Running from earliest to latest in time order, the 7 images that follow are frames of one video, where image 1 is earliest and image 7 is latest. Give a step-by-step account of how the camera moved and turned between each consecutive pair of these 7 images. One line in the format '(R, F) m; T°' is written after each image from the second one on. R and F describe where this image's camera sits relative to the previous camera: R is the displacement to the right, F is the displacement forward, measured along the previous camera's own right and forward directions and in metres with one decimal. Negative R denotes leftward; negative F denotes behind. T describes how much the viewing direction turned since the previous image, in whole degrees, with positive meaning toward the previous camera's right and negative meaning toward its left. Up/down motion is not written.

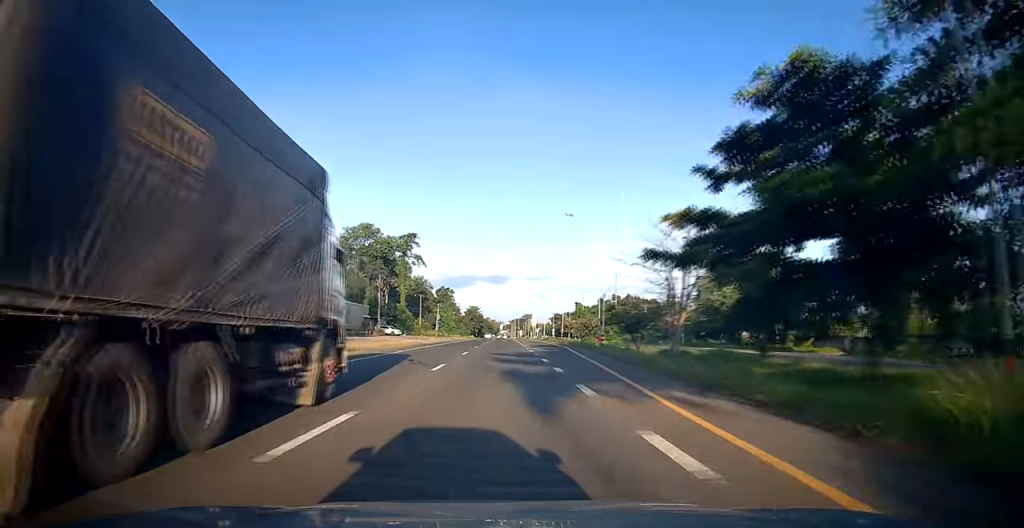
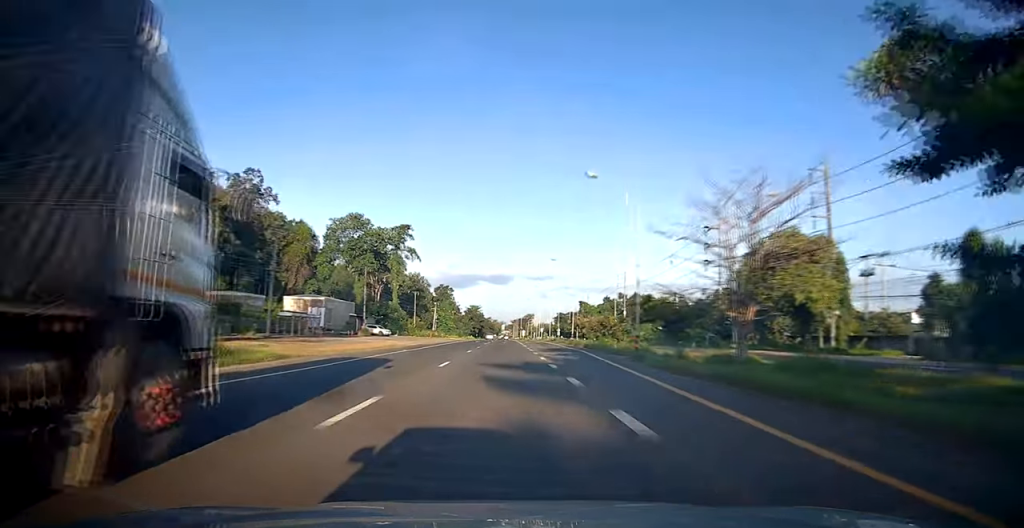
(+0.1, +10.3) m; +1°
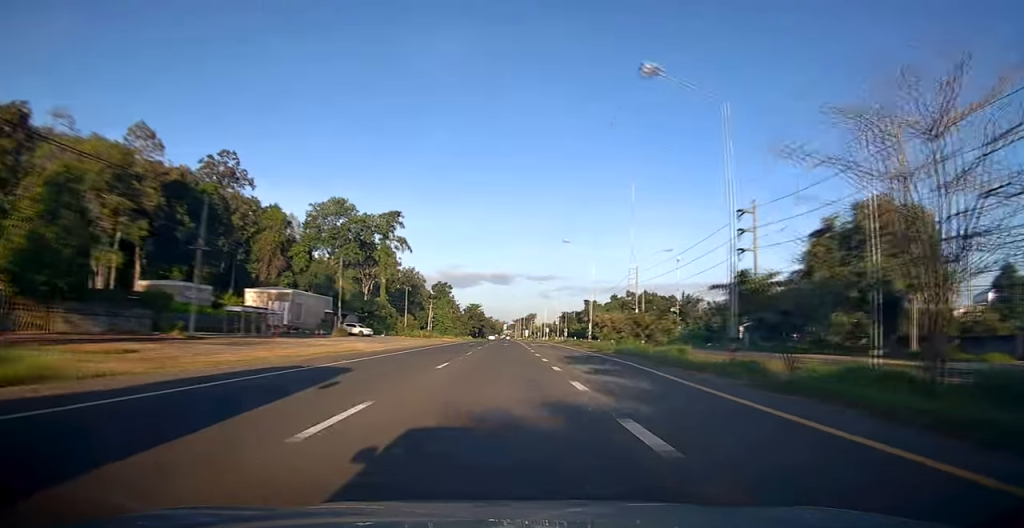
(+0.1, +13.1) m; 0°
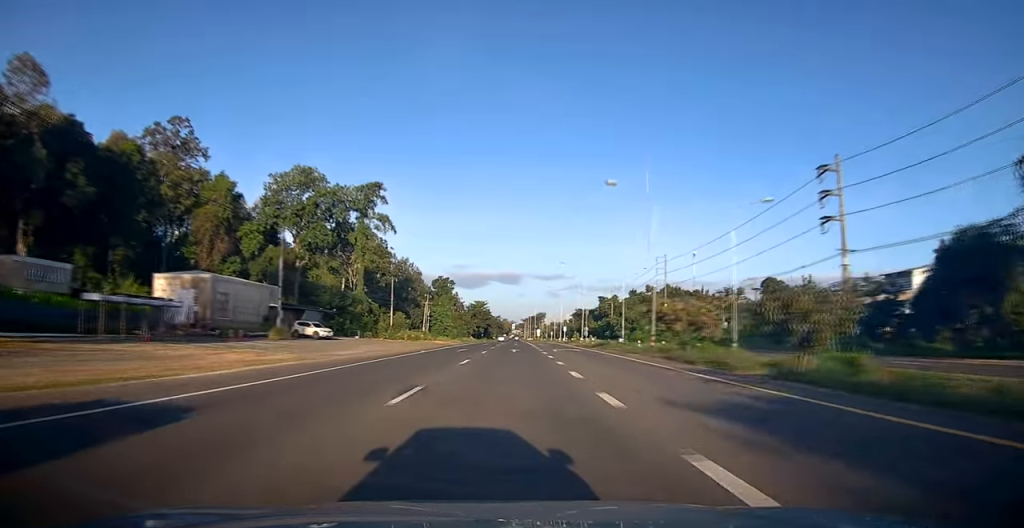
(-0.1, +20.2) m; -1°
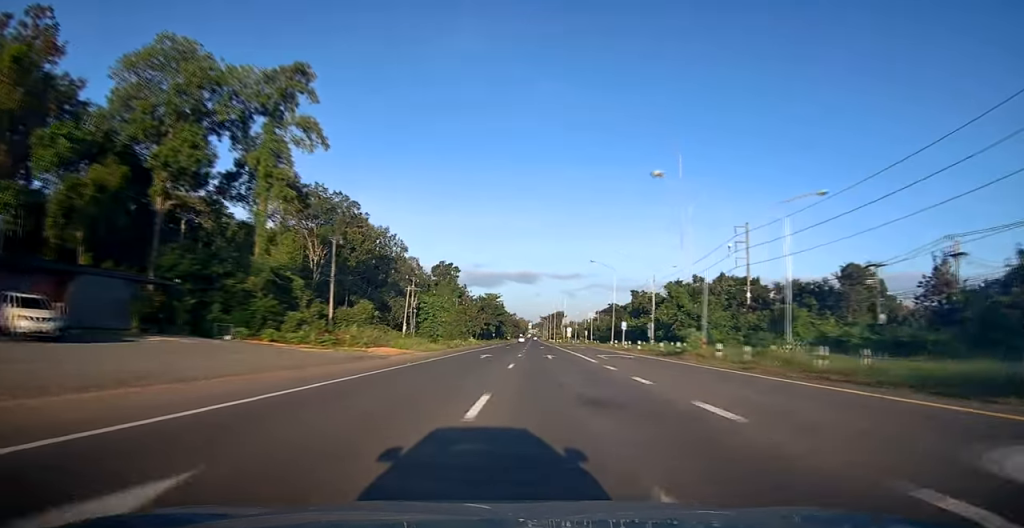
(-0.3, +37.4) m; -2°
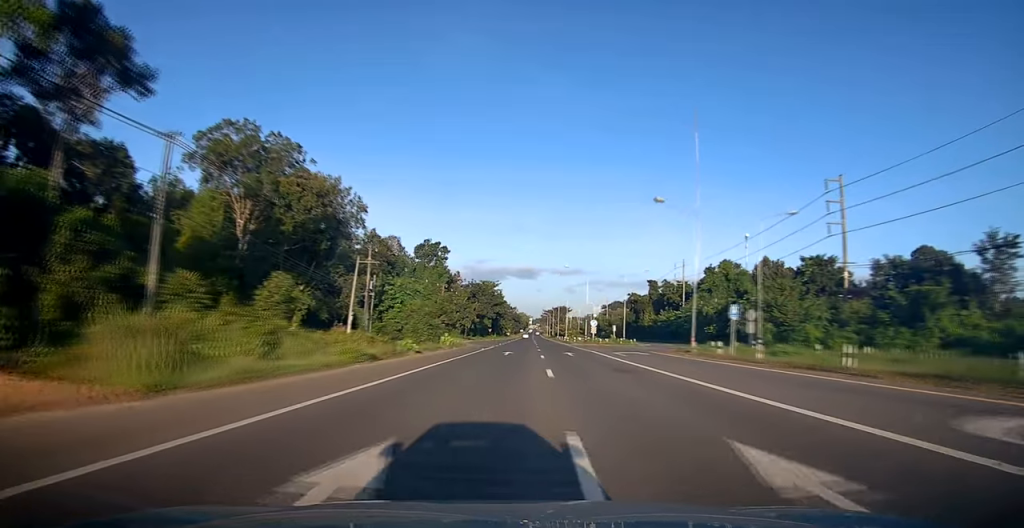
(-0.3, +28.2) m; 0°
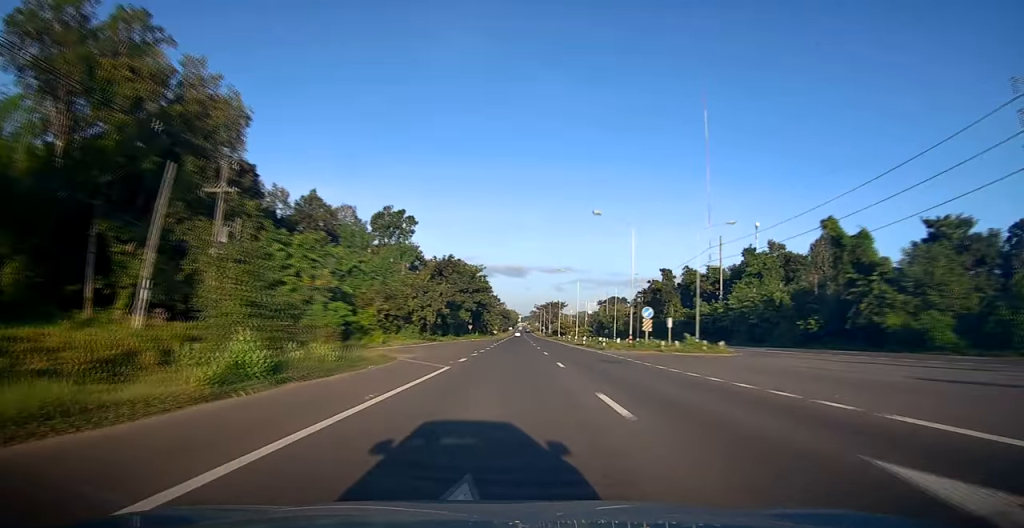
(+0.2, +31.1) m; 0°
